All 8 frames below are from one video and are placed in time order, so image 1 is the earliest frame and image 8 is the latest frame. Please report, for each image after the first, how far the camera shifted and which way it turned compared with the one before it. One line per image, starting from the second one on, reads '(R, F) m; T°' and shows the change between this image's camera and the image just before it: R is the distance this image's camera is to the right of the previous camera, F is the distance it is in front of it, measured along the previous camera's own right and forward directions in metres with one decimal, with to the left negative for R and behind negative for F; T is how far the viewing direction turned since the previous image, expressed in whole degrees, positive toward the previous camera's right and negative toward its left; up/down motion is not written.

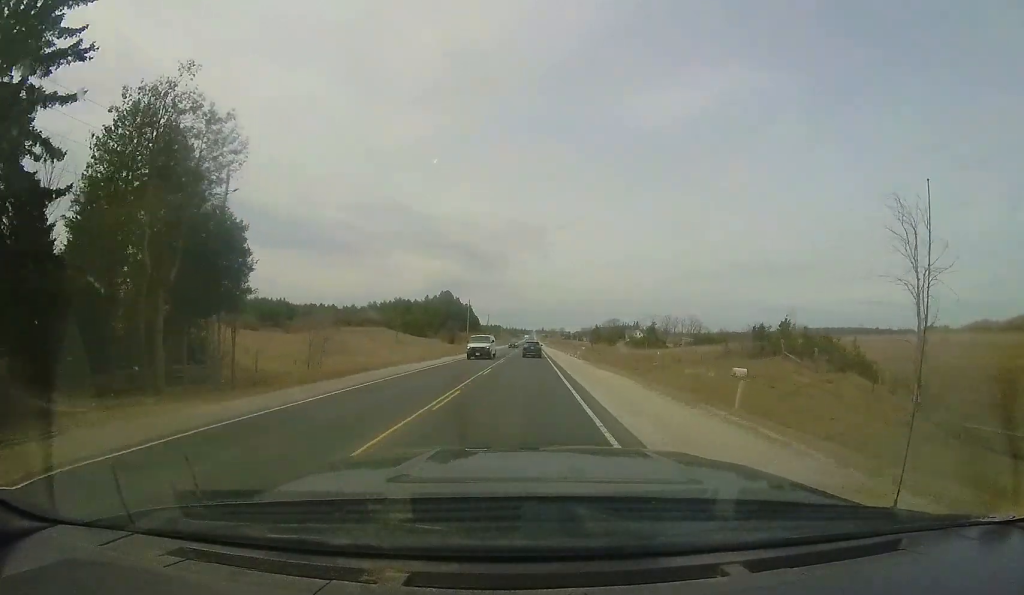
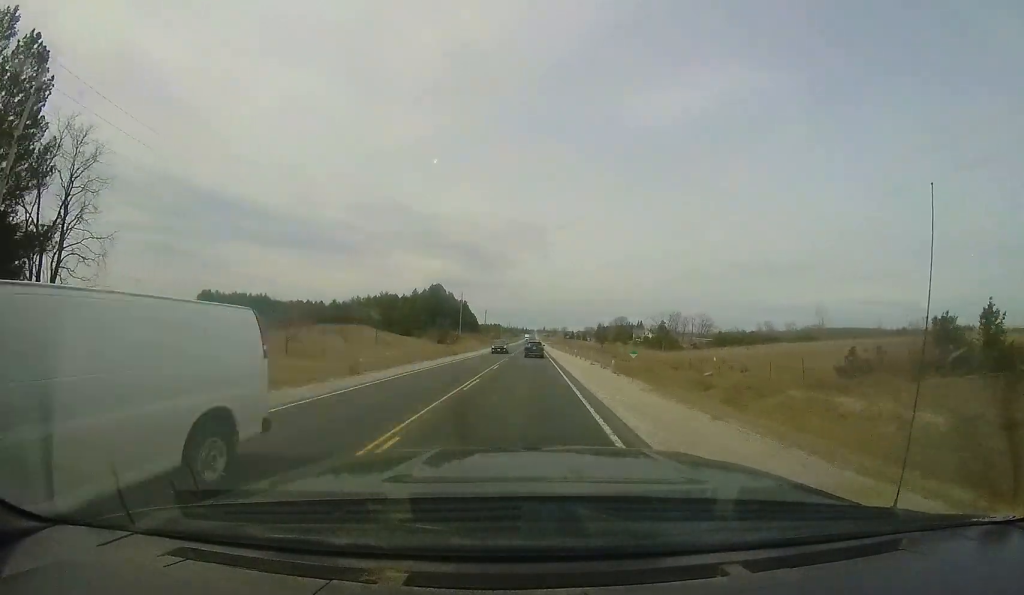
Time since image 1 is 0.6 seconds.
(-0.1, +14.3) m; 0°
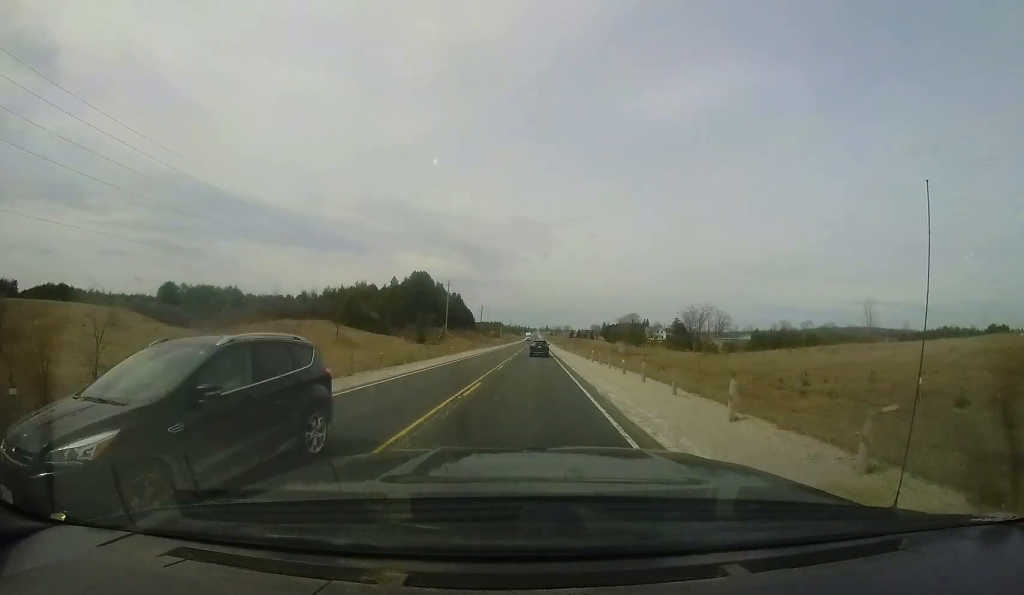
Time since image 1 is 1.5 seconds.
(0.0, +19.0) m; +1°
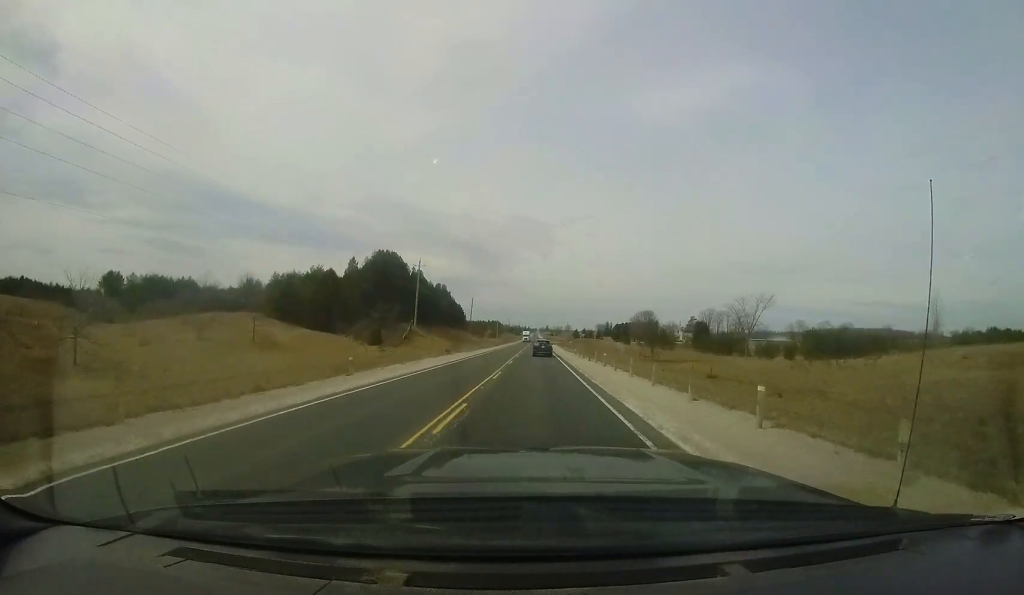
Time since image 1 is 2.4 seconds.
(+0.3, +22.3) m; -1°
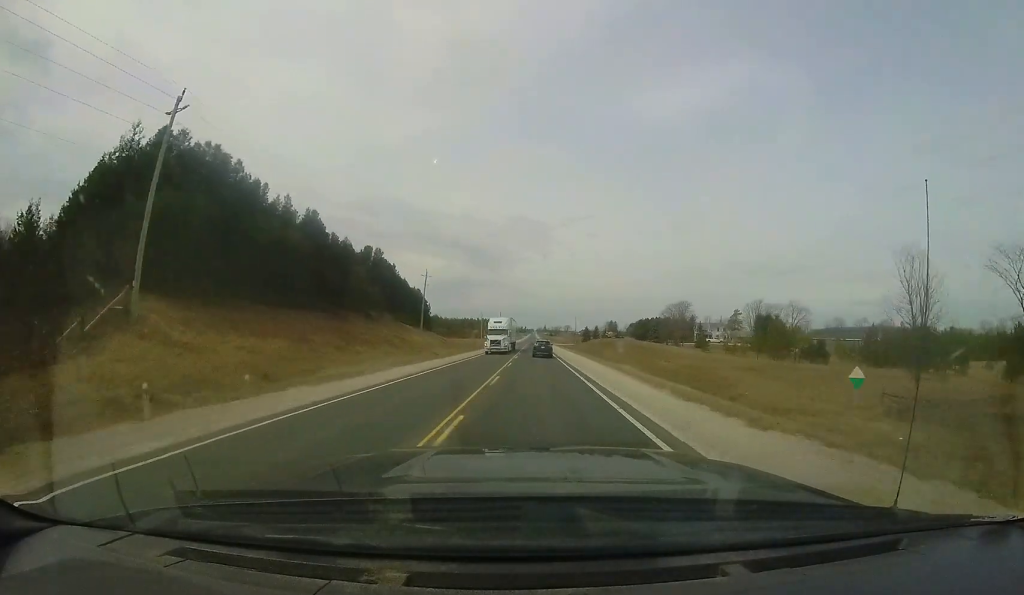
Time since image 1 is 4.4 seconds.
(-0.7, +46.4) m; 0°
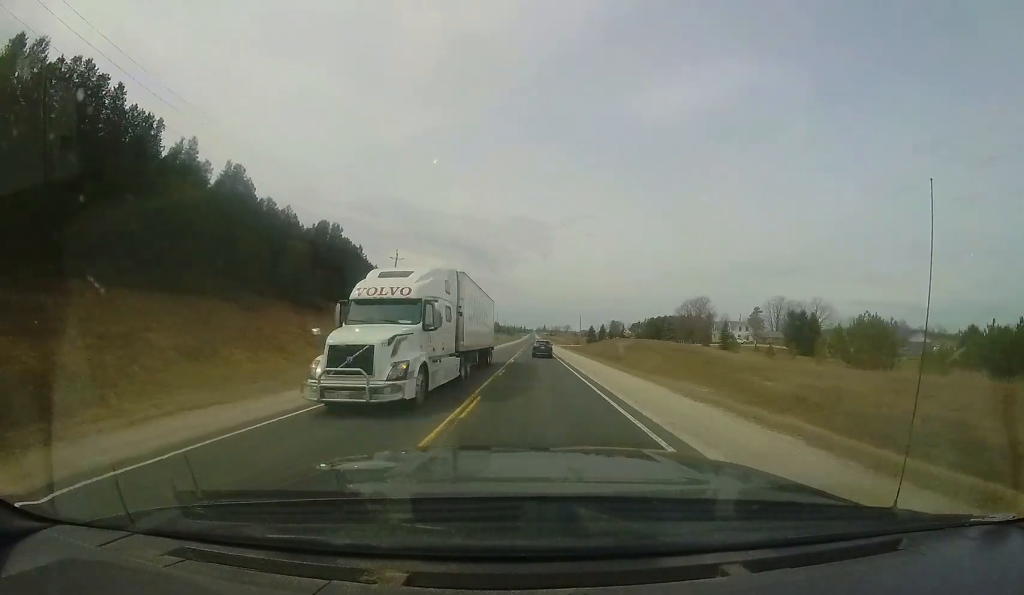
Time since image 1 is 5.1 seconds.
(+0.1, +14.8) m; +1°
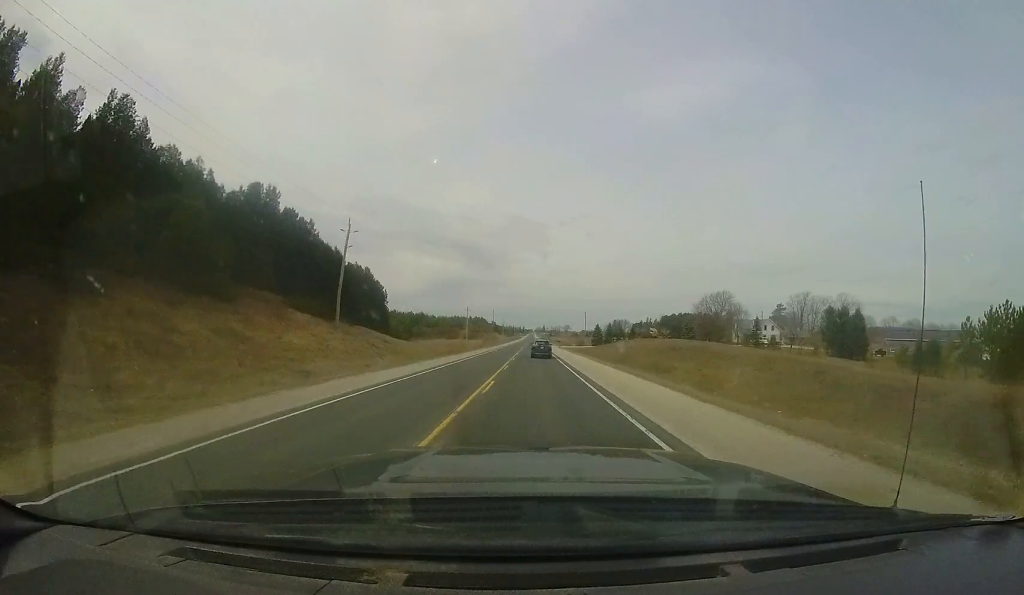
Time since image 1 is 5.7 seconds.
(+0.1, +14.1) m; 0°
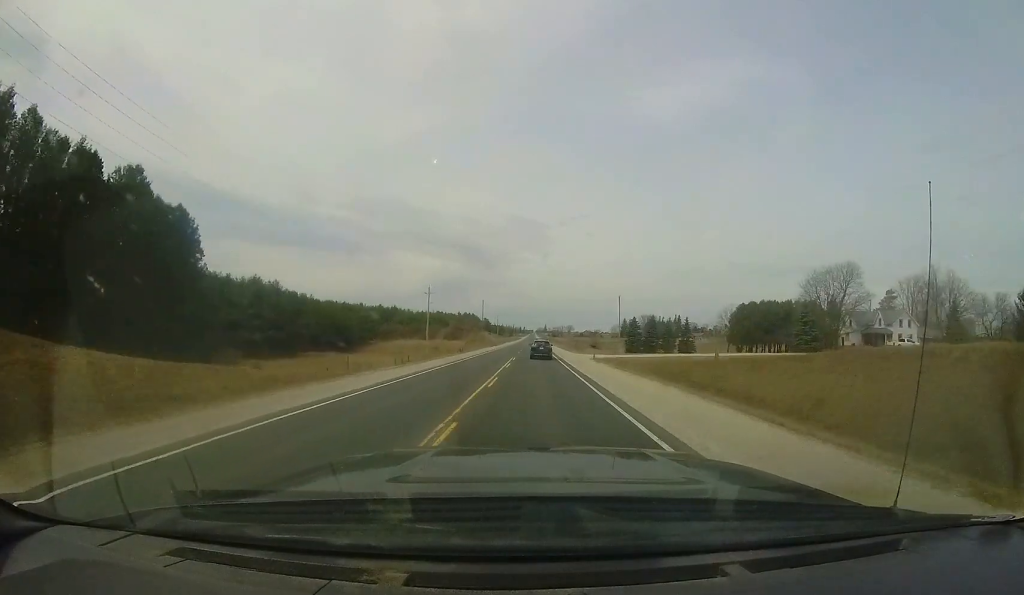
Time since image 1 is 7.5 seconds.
(-0.7, +43.2) m; 0°
